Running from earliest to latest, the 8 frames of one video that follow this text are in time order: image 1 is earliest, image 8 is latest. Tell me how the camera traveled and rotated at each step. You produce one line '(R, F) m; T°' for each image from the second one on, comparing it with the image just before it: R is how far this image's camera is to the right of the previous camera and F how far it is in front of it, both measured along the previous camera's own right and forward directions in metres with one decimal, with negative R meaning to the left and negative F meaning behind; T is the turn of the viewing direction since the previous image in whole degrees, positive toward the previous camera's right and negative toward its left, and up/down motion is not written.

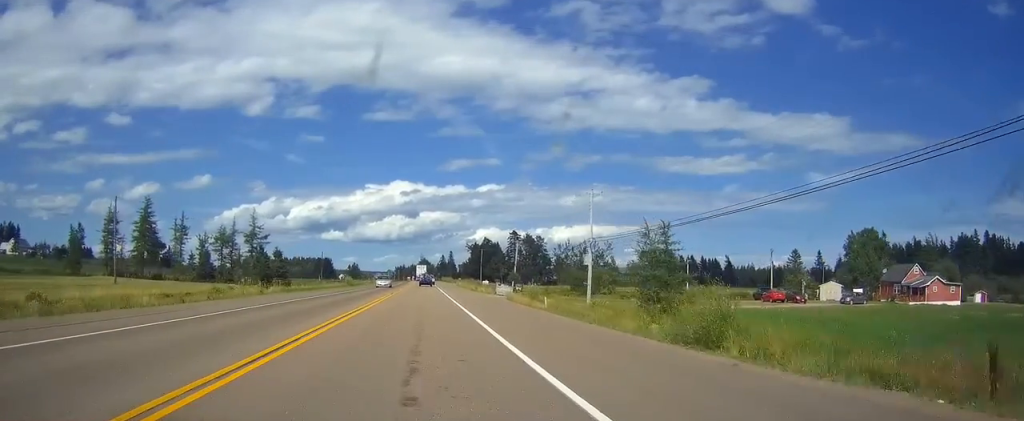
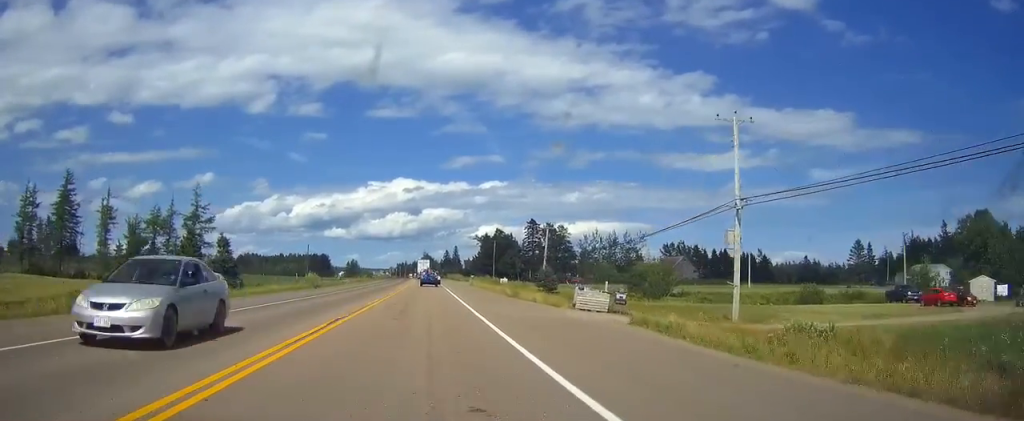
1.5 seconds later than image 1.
(+0.3, +30.3) m; 0°
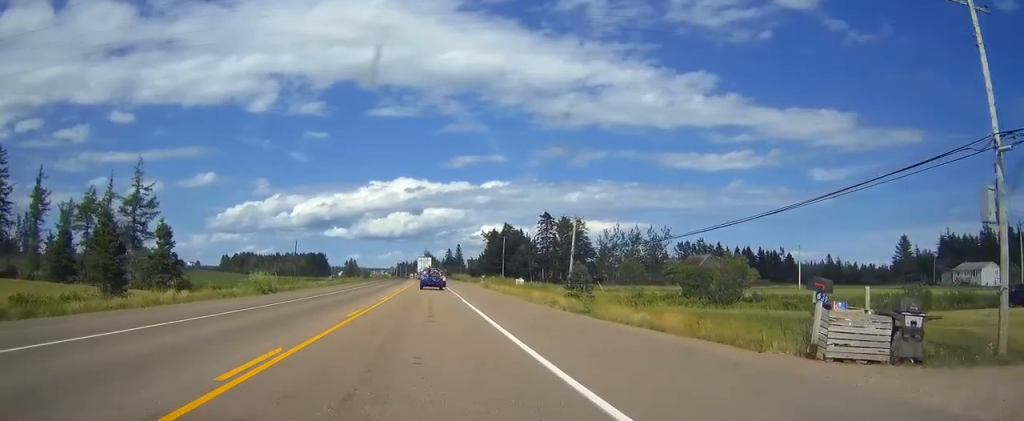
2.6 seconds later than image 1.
(-0.2, +19.2) m; -1°
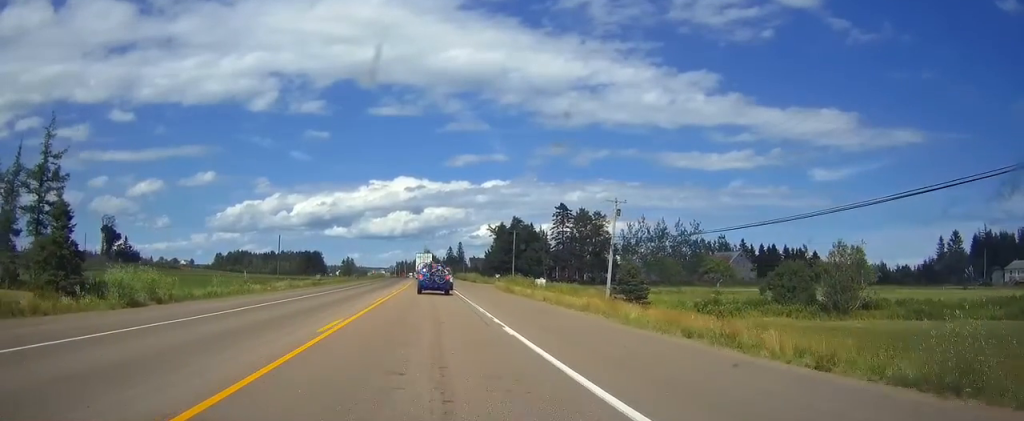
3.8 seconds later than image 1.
(+0.1, +19.5) m; 0°
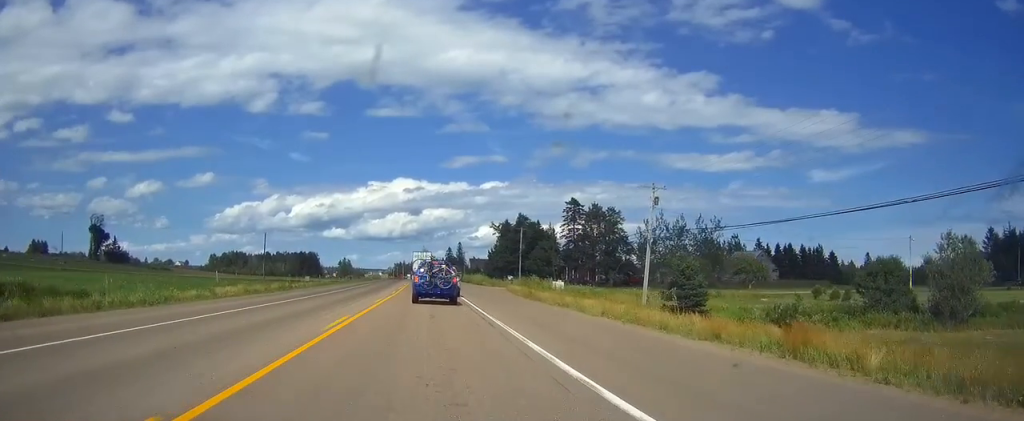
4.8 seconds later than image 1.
(0.0, +12.4) m; 0°
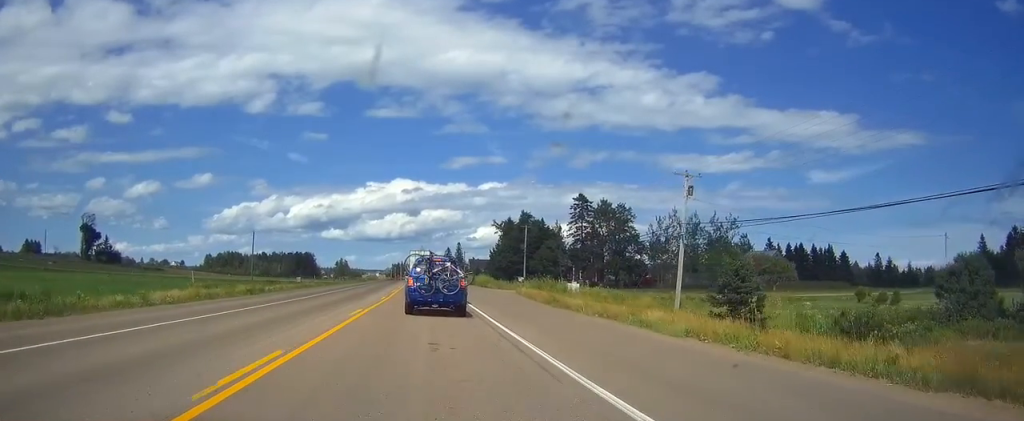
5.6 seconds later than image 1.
(0.0, +8.0) m; 0°
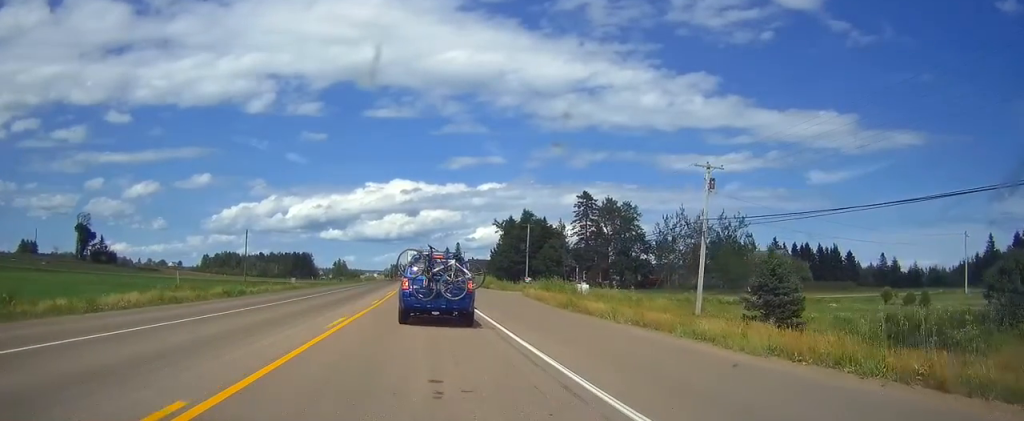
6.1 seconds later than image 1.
(0.0, +4.4) m; 0°
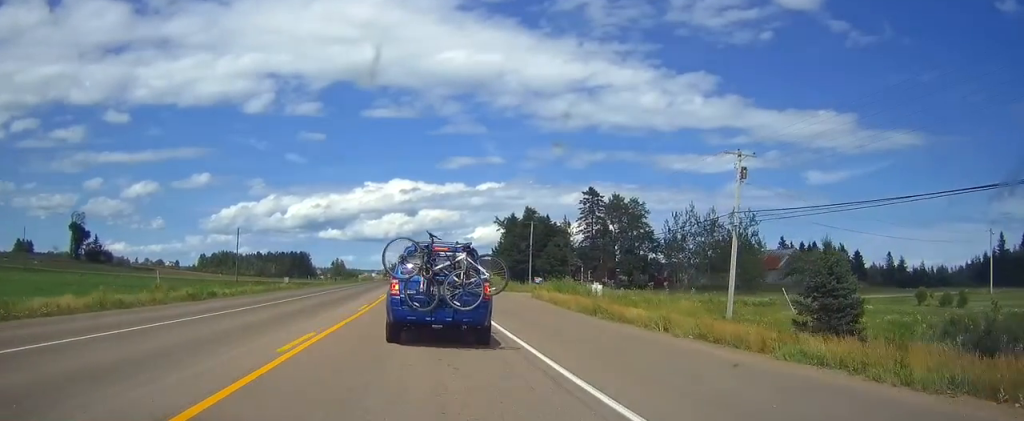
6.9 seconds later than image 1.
(+0.1, +5.4) m; 0°
